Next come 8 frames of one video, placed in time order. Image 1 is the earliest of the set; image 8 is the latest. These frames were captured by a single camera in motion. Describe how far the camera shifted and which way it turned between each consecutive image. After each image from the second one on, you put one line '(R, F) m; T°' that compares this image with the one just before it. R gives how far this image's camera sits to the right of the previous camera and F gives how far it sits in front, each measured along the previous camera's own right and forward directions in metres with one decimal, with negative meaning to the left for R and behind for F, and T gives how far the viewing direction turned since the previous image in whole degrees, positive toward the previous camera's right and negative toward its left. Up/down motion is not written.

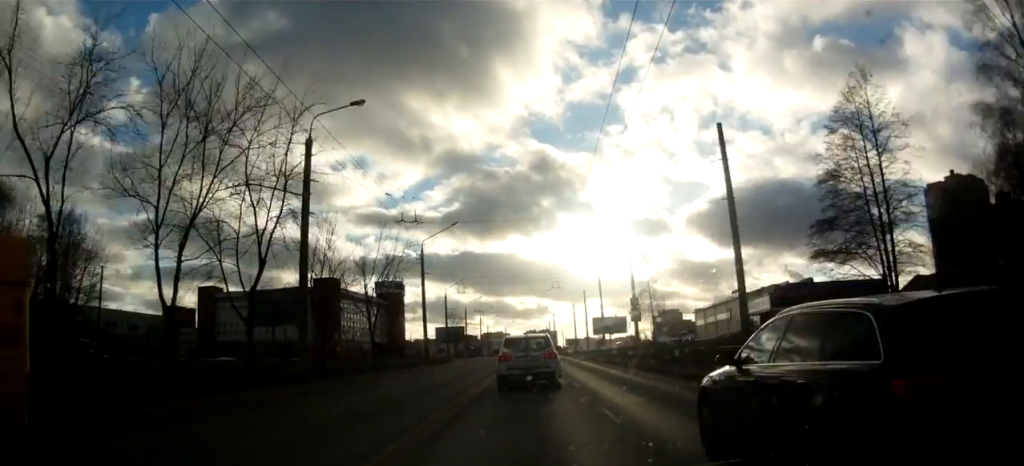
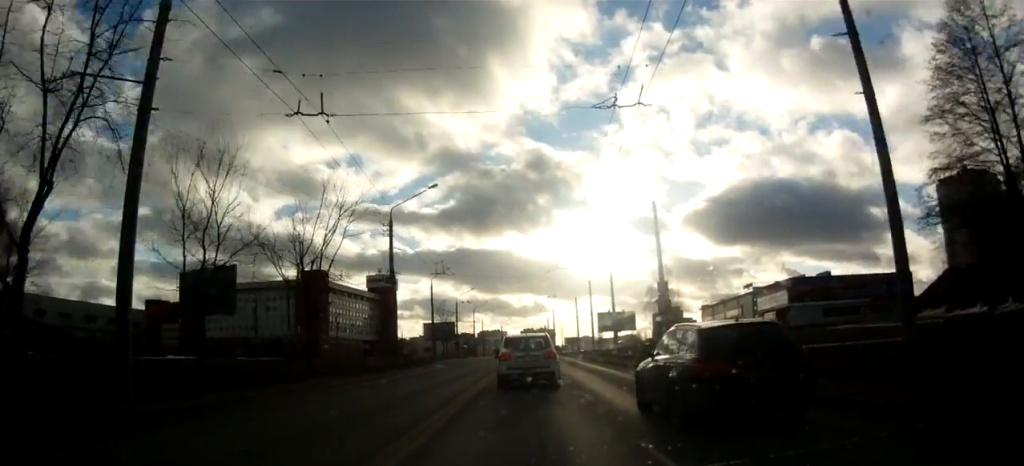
(0.0, +11.9) m; -1°
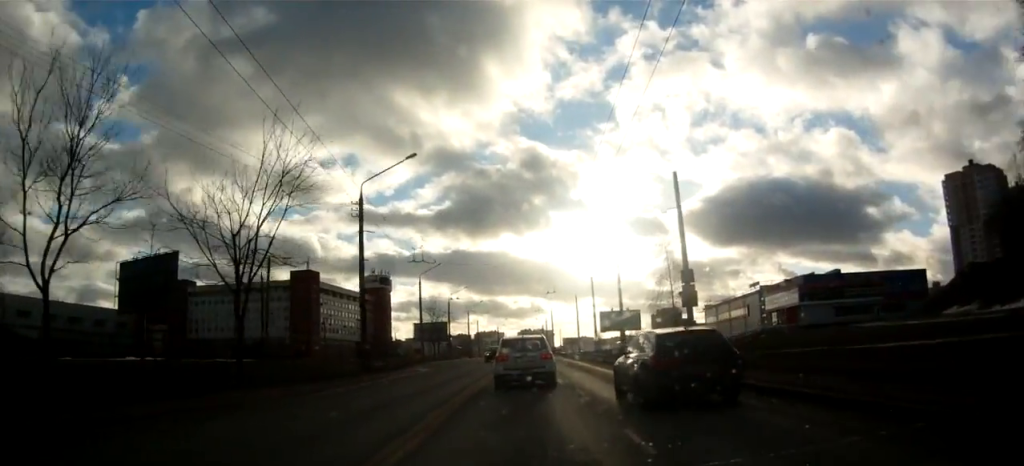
(-0.1, +6.8) m; -1°
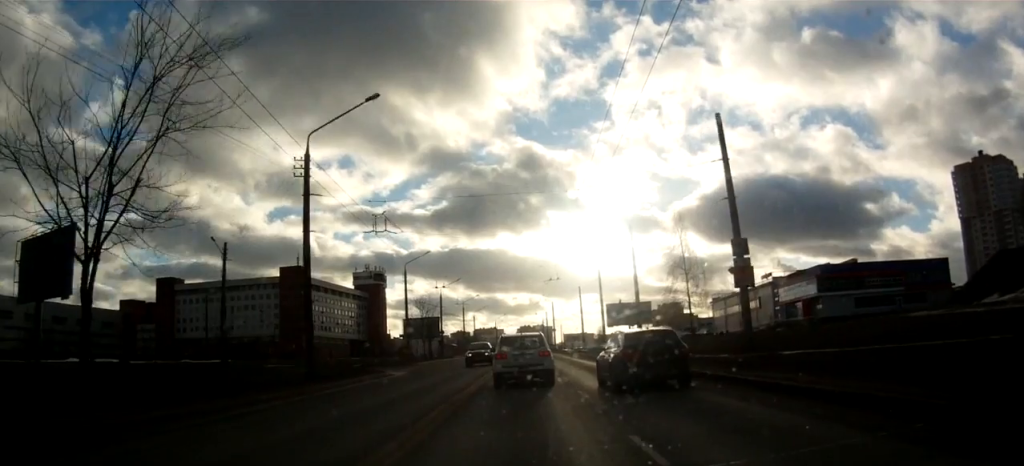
(-0.1, +8.9) m; 0°
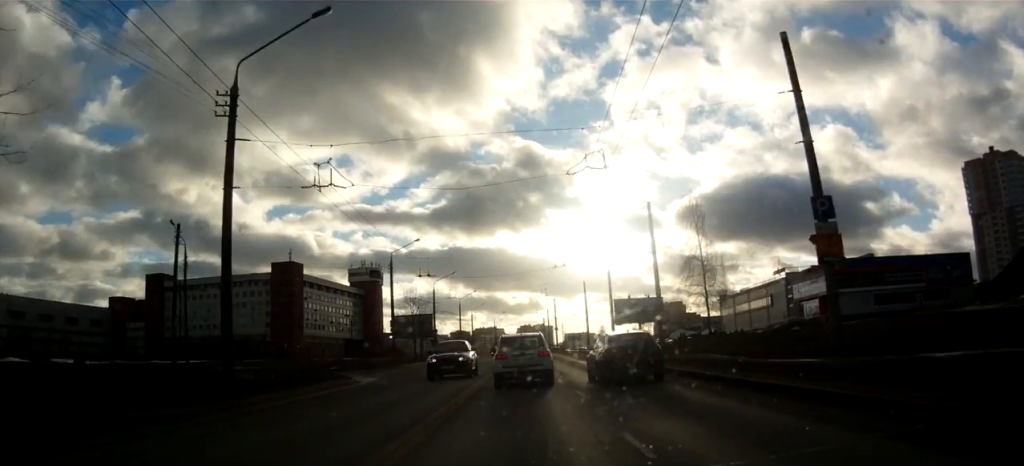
(0.0, +7.3) m; +1°
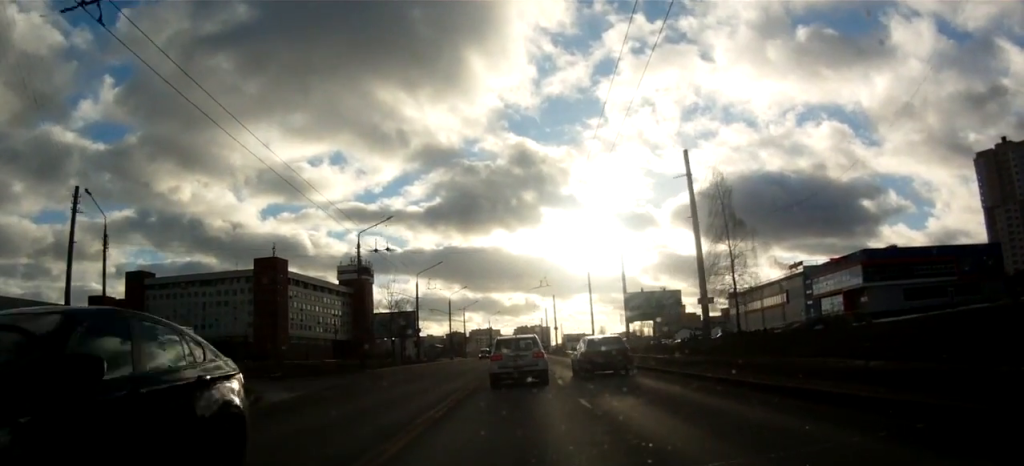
(+0.3, +10.9) m; +1°
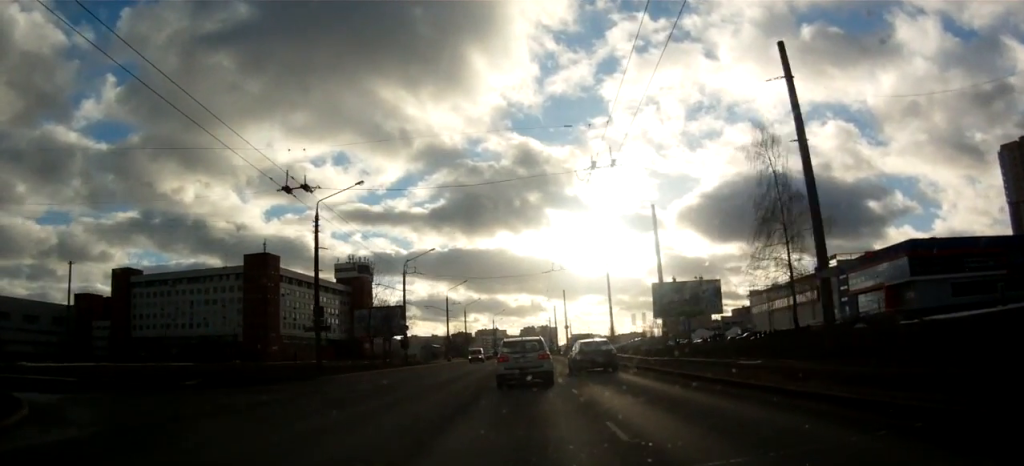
(0.0, +11.5) m; -1°
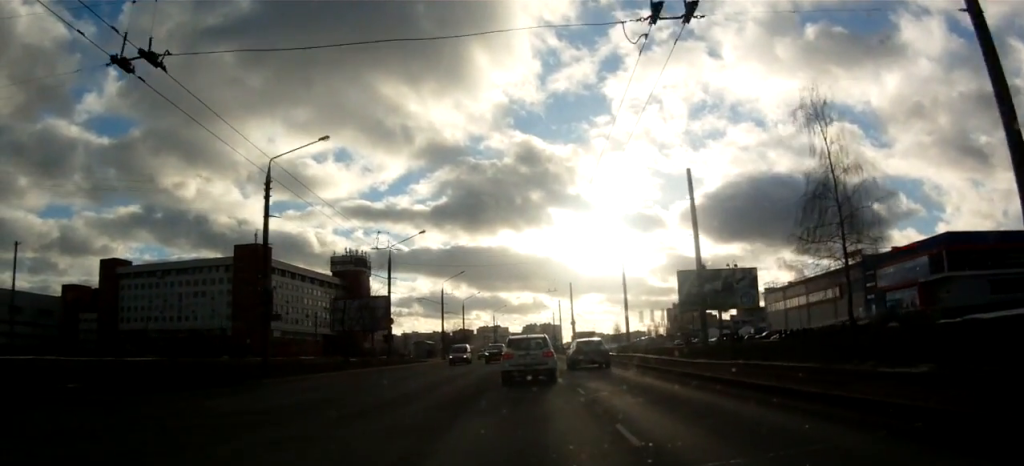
(-0.2, +8.4) m; -1°
